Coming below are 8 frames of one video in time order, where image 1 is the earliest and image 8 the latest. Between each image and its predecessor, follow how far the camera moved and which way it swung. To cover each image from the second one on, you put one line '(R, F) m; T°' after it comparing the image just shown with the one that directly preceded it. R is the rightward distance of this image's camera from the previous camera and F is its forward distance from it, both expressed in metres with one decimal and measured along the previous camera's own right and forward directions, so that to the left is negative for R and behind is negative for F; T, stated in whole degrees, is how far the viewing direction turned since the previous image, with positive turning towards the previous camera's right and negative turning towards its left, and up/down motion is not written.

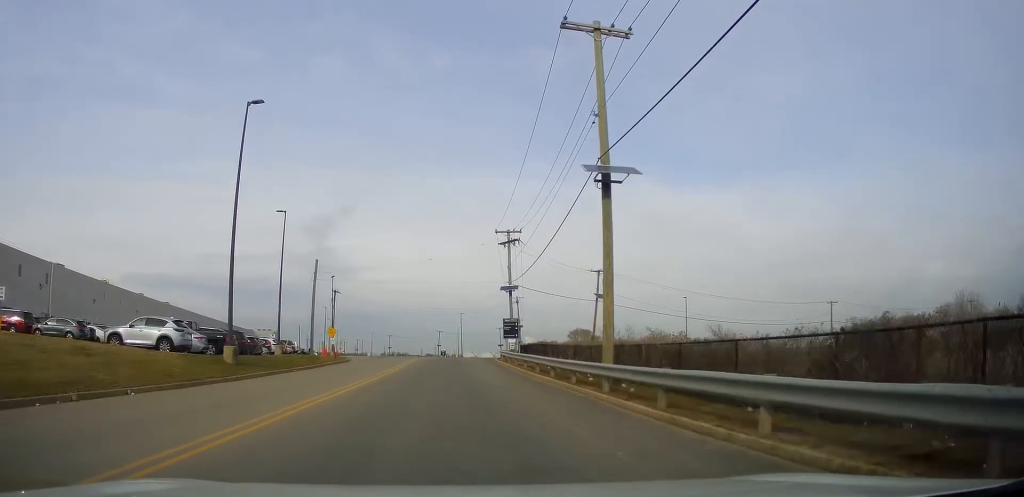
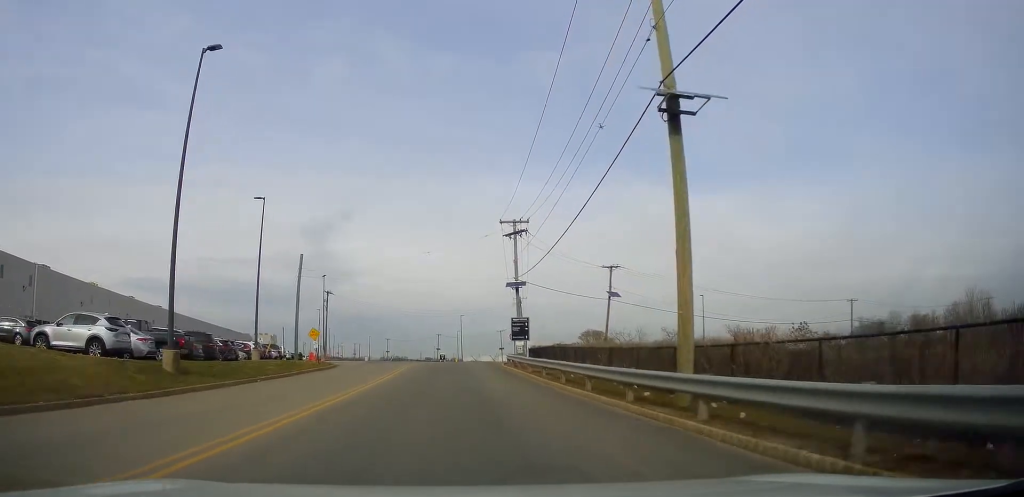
(0.0, +5.7) m; 0°
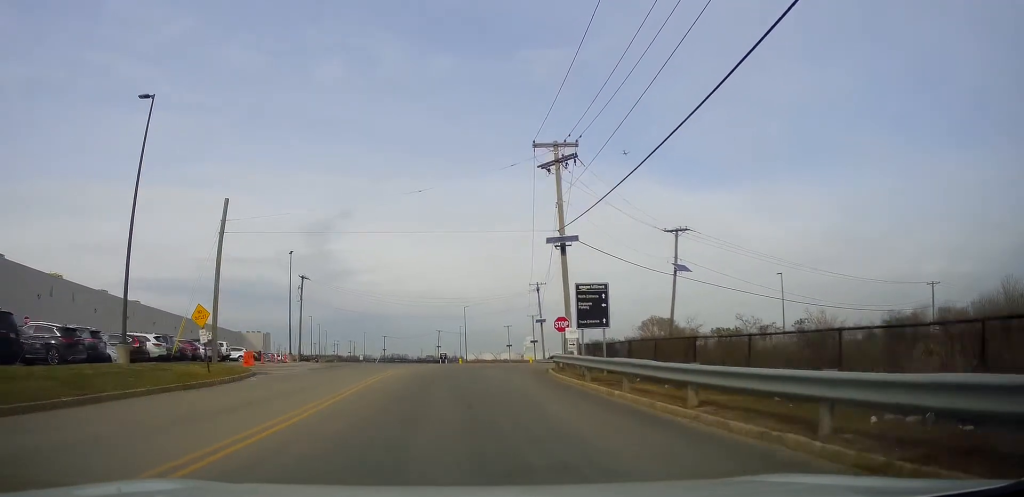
(-0.1, +19.2) m; -1°
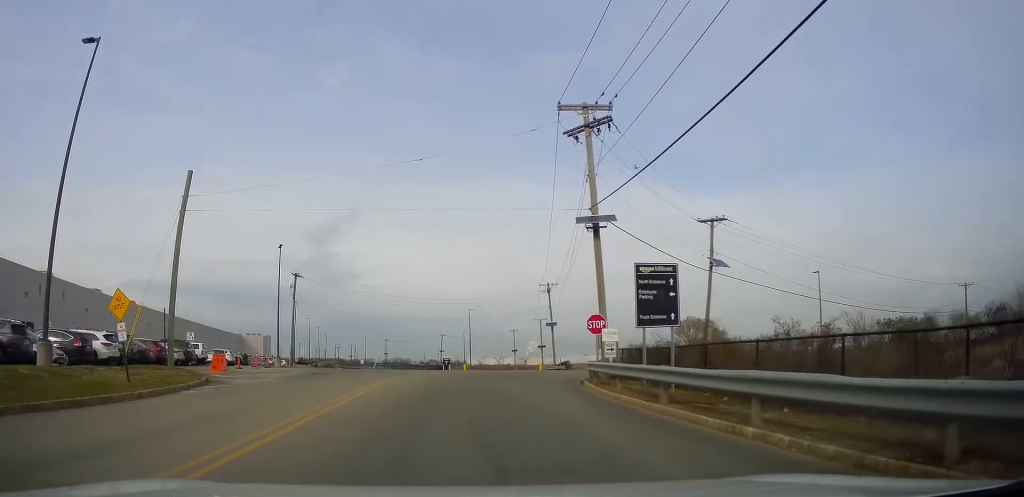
(0.0, +6.2) m; 0°
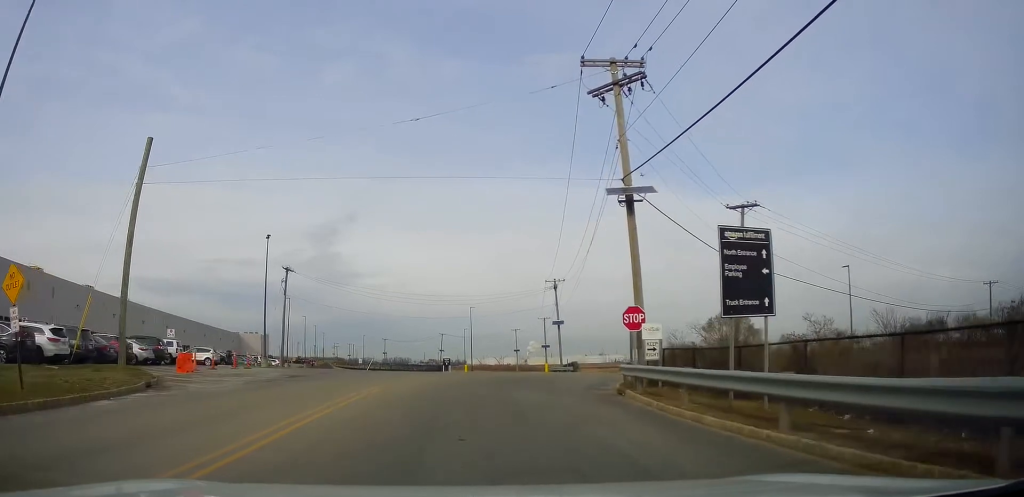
(0.0, +4.9) m; -1°
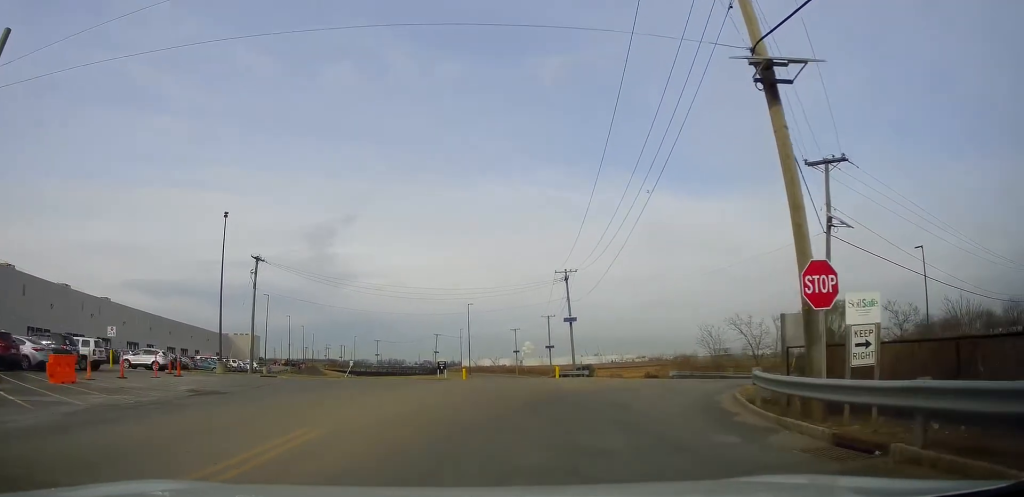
(+0.1, +10.2) m; +3°
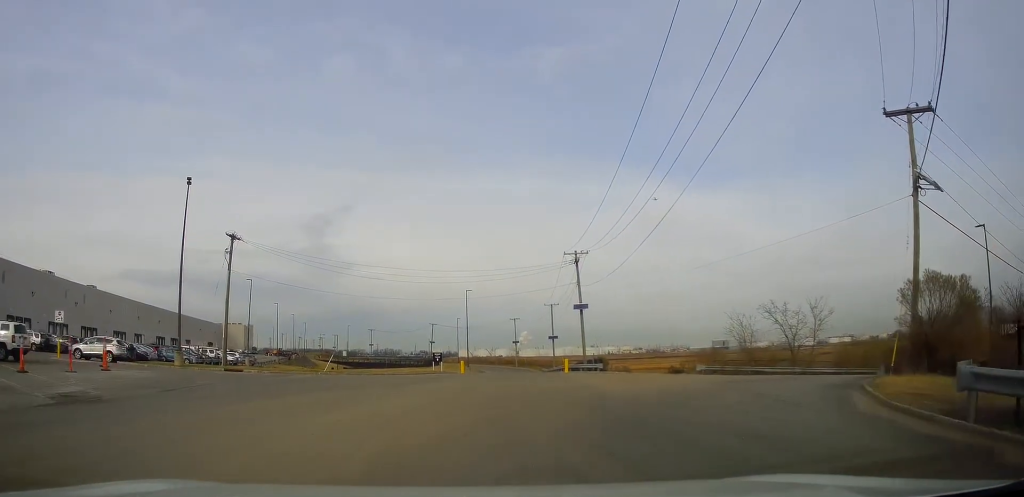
(+0.4, +7.6) m; -3°
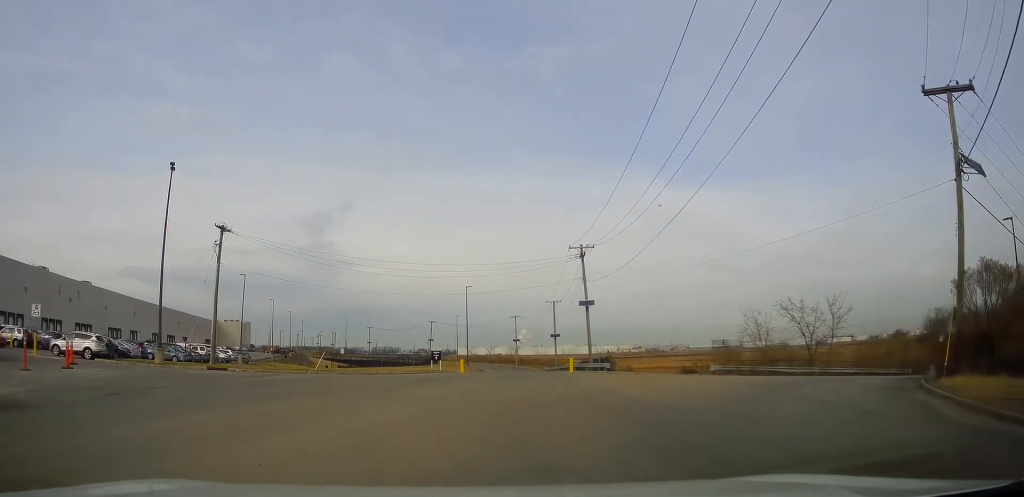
(-0.3, +2.7) m; -2°
